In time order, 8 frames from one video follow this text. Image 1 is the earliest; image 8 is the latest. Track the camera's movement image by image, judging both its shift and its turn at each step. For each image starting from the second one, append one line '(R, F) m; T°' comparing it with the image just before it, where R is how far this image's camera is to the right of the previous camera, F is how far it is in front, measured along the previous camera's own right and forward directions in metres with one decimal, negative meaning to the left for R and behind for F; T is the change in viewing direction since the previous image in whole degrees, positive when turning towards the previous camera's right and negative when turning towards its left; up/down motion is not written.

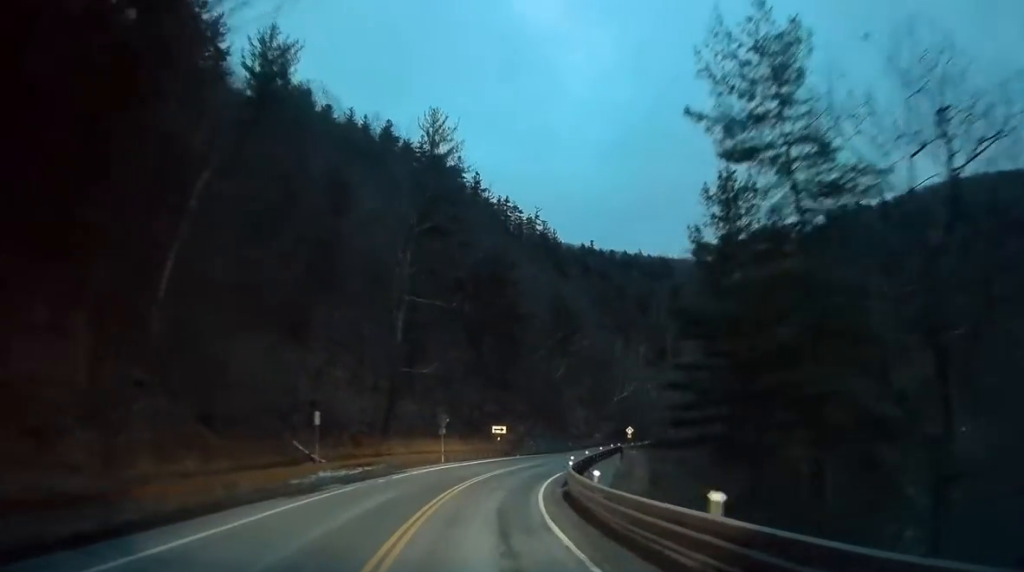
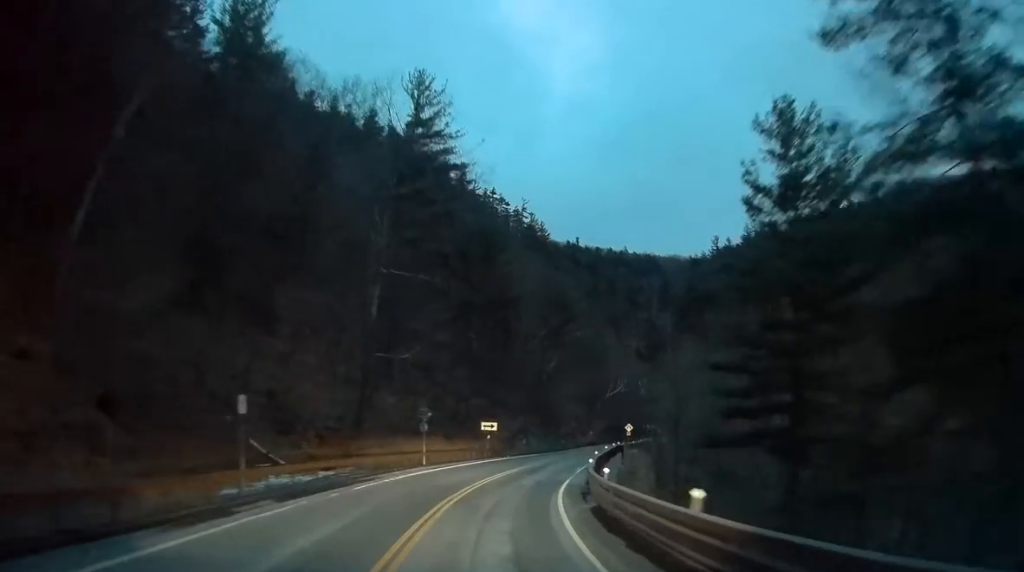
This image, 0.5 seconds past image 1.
(+0.2, +6.9) m; +1°
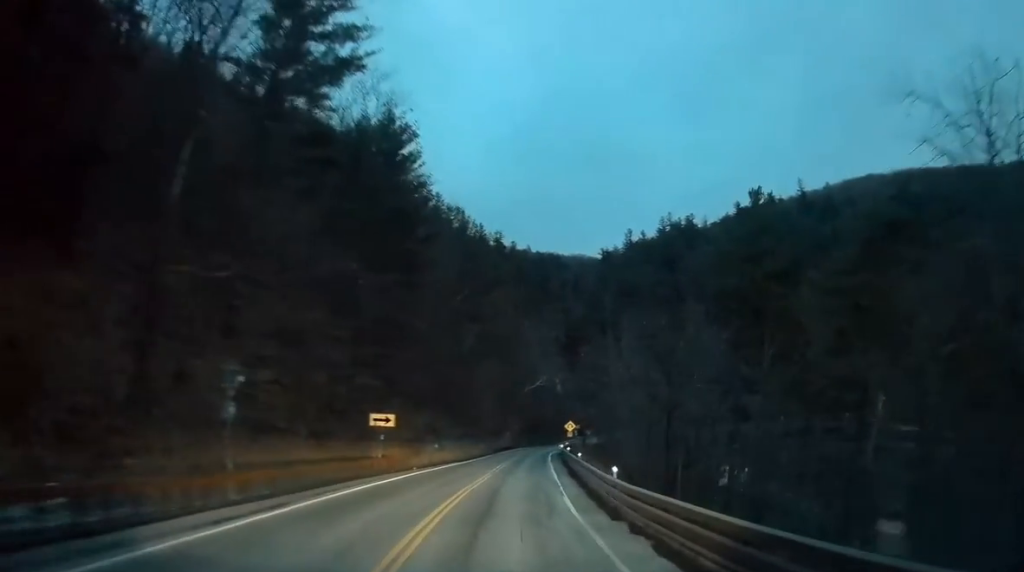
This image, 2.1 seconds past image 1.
(+0.8, +19.8) m; +7°
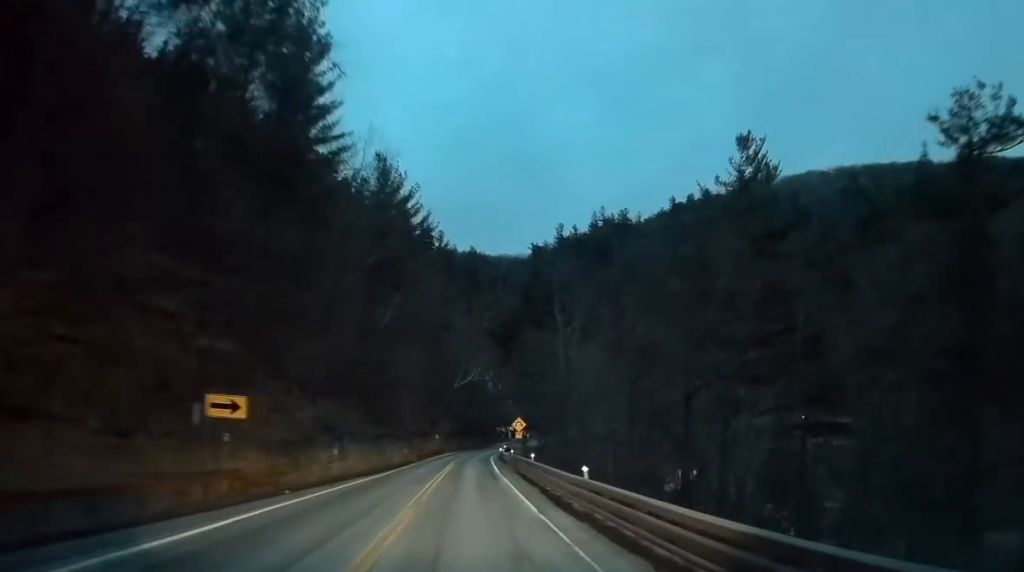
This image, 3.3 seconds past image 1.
(+1.1, +13.8) m; +7°
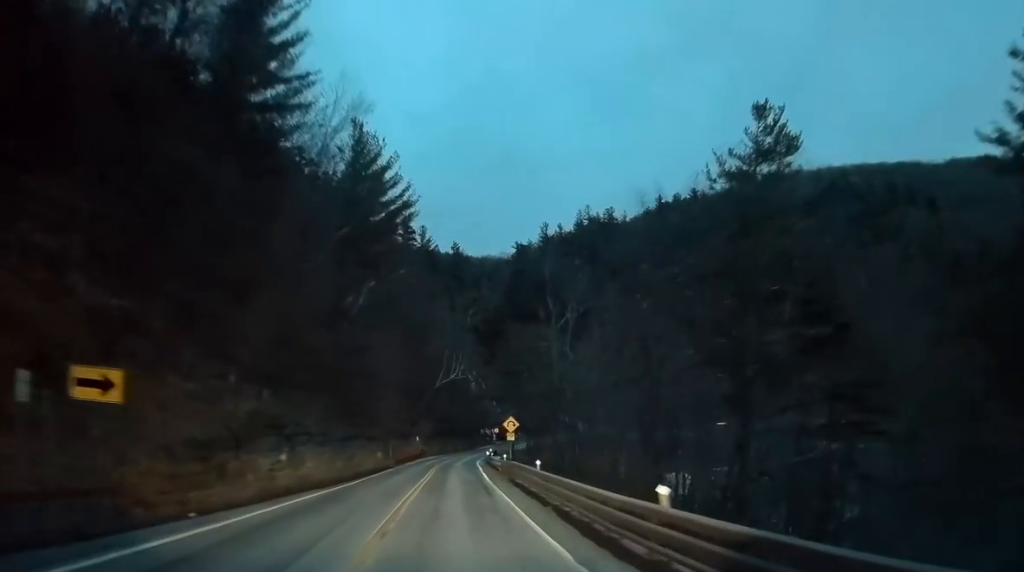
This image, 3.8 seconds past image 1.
(+0.3, +6.4) m; +2°
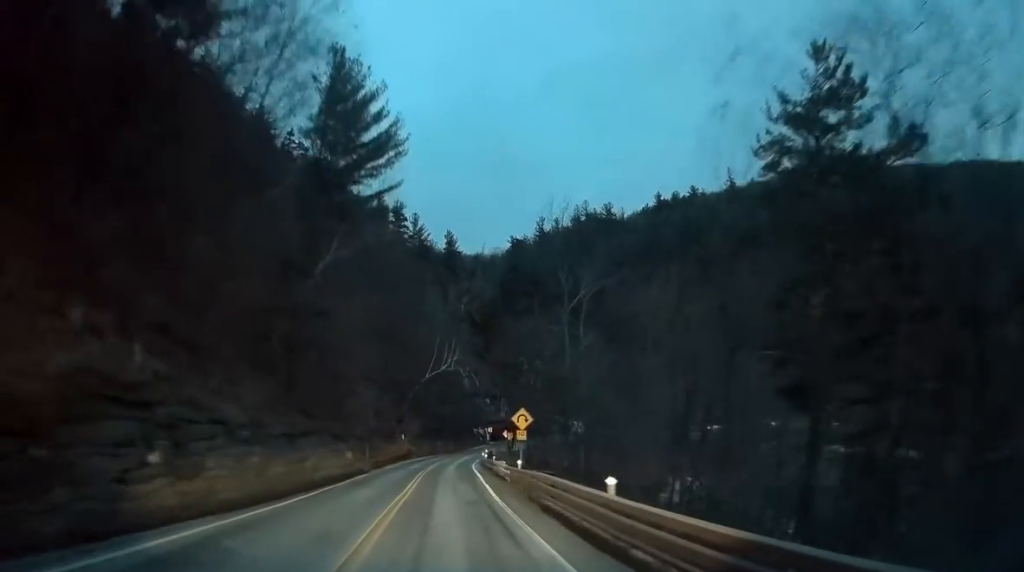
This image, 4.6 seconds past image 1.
(+0.1, +9.9) m; +1°
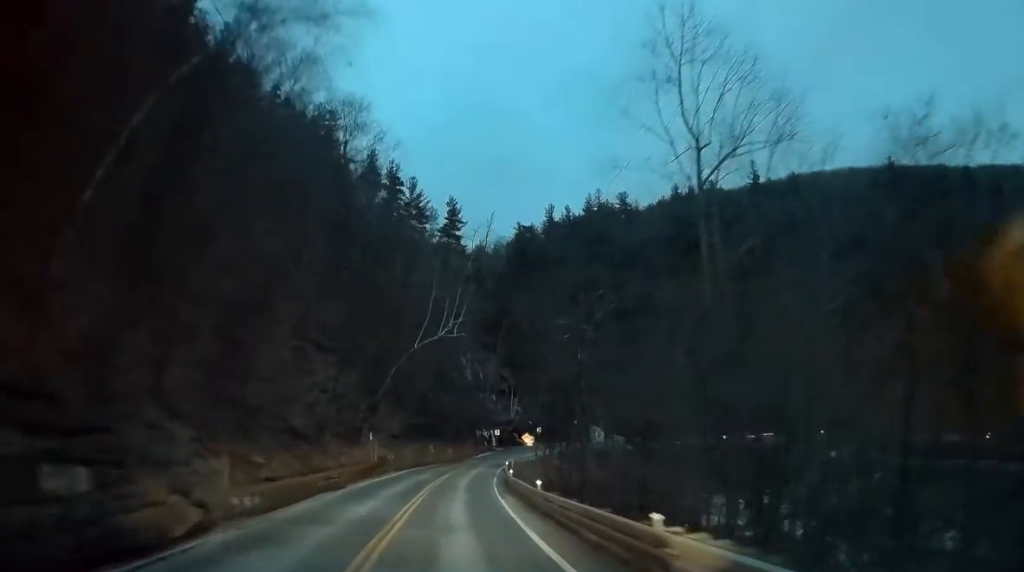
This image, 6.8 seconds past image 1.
(0.0, +27.4) m; +1°
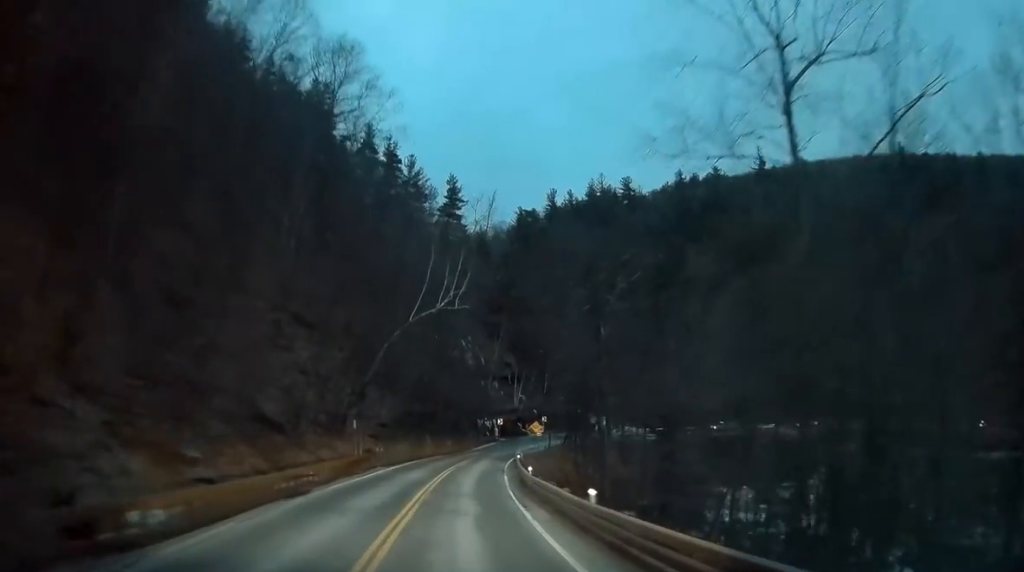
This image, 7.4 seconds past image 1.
(0.0, +7.3) m; 0°
